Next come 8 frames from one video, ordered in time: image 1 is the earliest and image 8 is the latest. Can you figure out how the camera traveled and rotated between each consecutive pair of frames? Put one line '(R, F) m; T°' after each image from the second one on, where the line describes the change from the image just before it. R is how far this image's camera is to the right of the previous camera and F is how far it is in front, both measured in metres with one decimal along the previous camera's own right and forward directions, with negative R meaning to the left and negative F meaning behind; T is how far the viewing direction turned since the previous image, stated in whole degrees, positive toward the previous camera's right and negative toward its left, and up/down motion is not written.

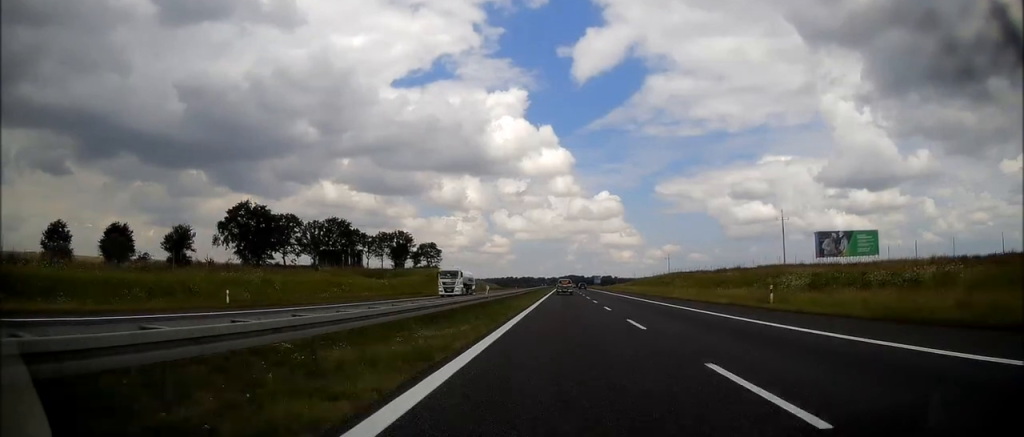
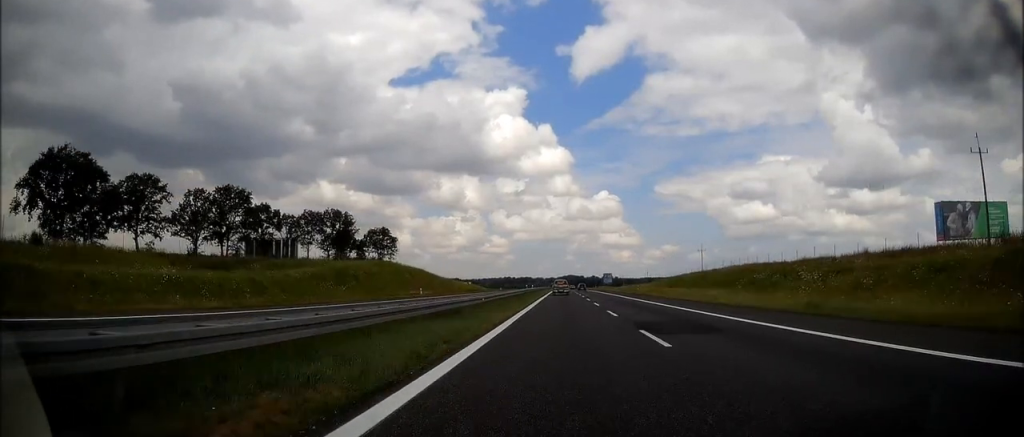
(0.0, +52.9) m; 0°
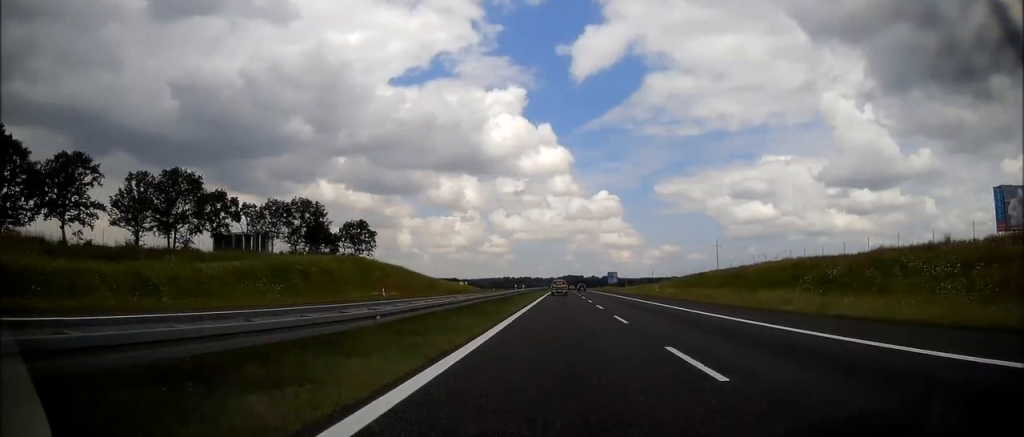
(-0.1, +16.5) m; 0°
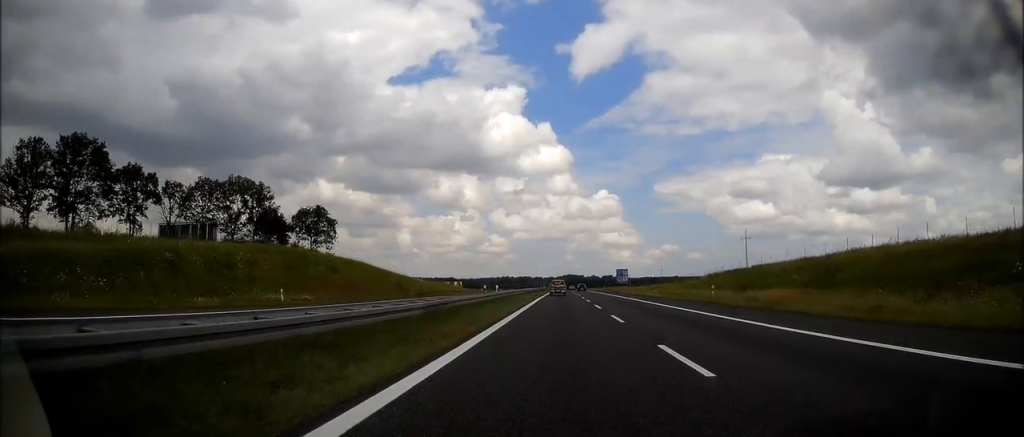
(+0.2, +23.7) m; 0°
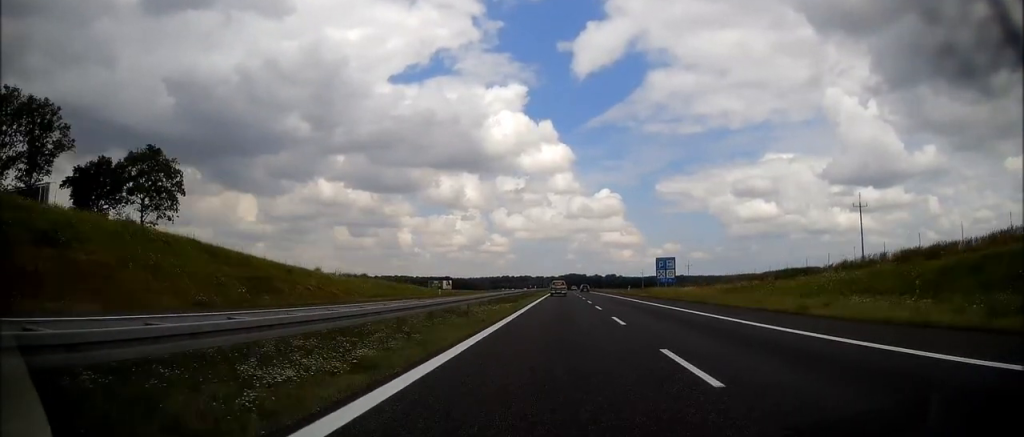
(-0.1, +48.8) m; 0°
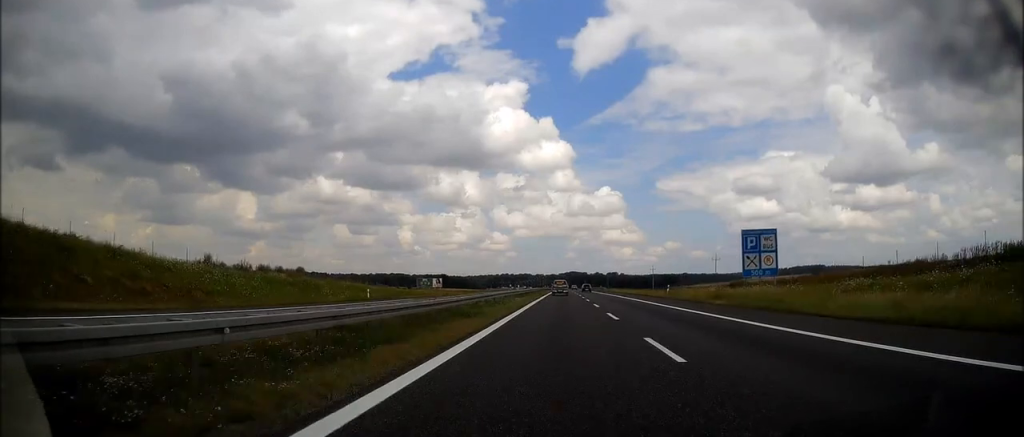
(-0.1, +32.3) m; 0°
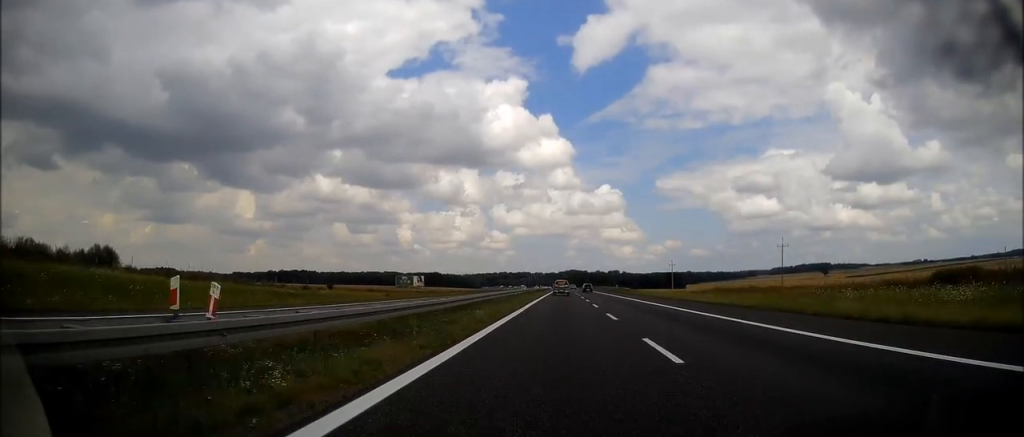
(0.0, +48.0) m; 0°
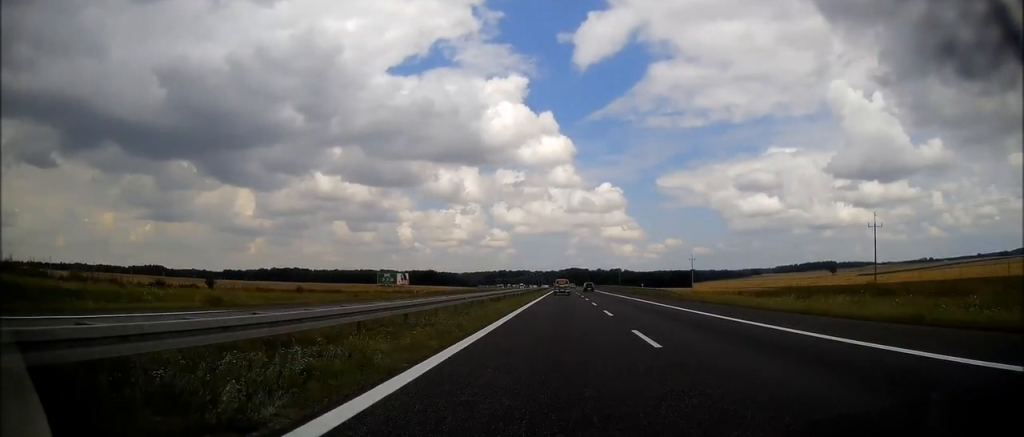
(0.0, +33.7) m; 0°
